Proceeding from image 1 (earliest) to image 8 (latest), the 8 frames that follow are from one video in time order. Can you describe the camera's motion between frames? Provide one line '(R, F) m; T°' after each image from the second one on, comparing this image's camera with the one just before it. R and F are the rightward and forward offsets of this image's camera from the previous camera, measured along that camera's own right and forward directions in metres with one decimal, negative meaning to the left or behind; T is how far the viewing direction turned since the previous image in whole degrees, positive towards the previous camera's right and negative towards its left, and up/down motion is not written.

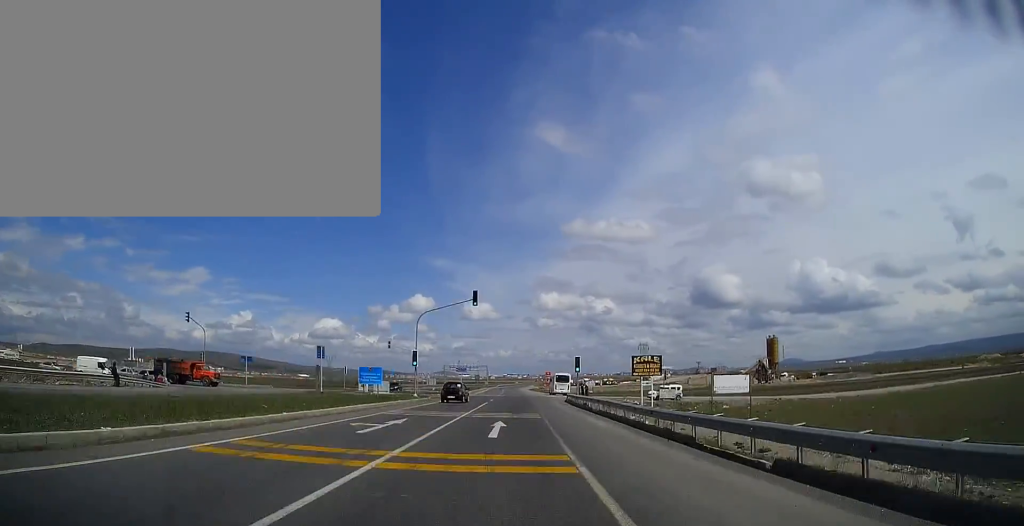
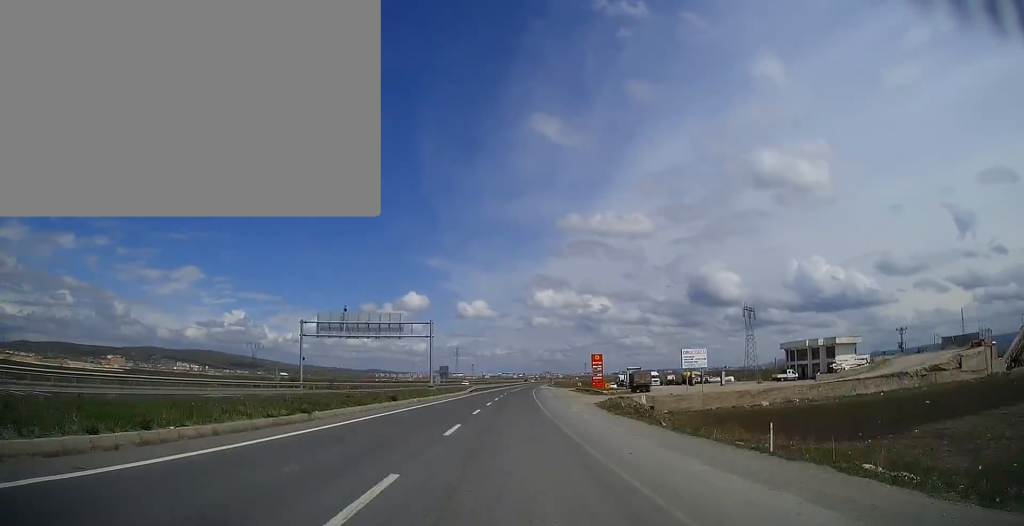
(+1.7, +162.7) m; +2°
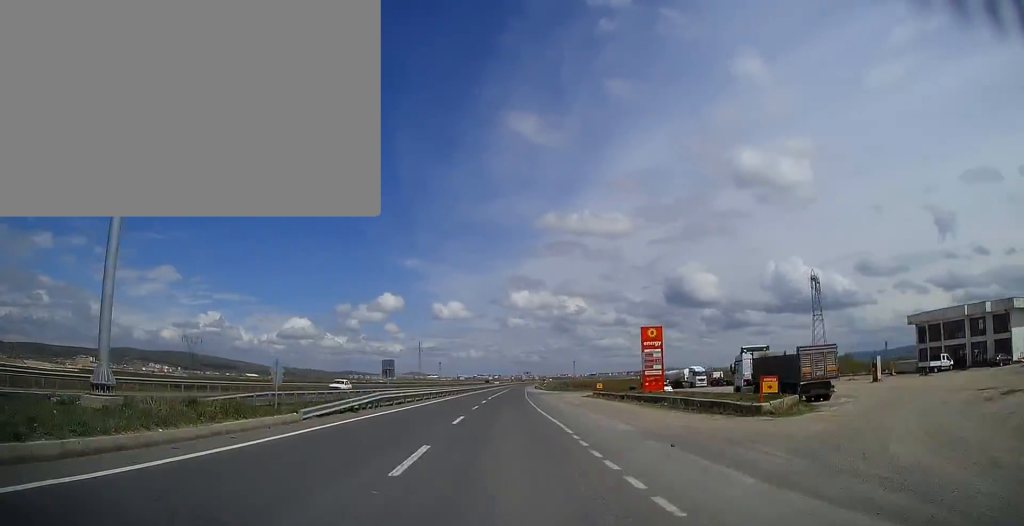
(+1.0, +55.8) m; +1°
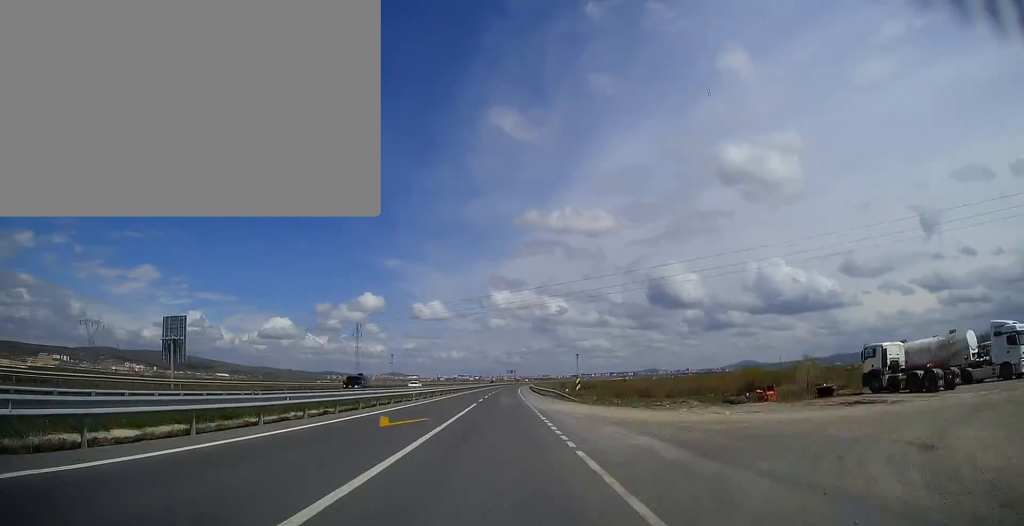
(+0.9, +77.9) m; +2°
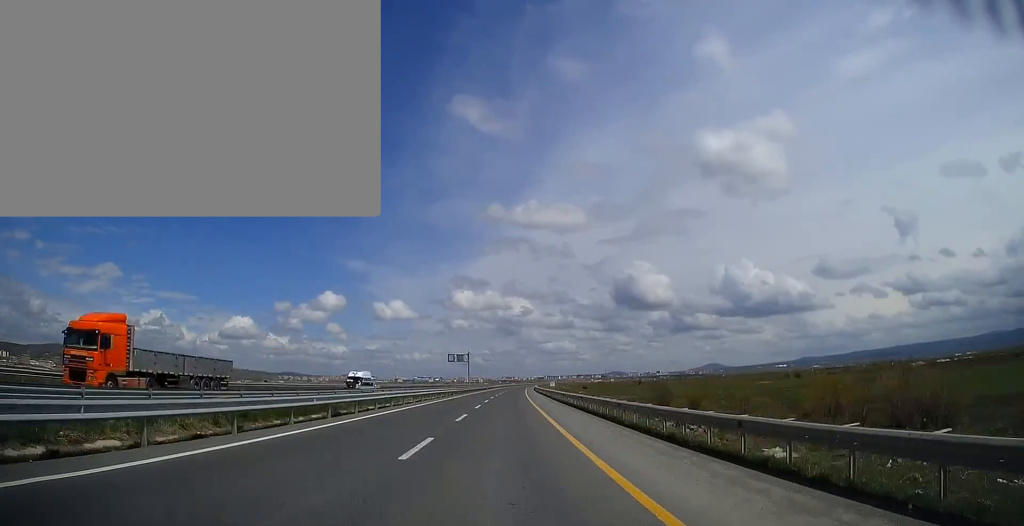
(+8.2, +226.7) m; +4°
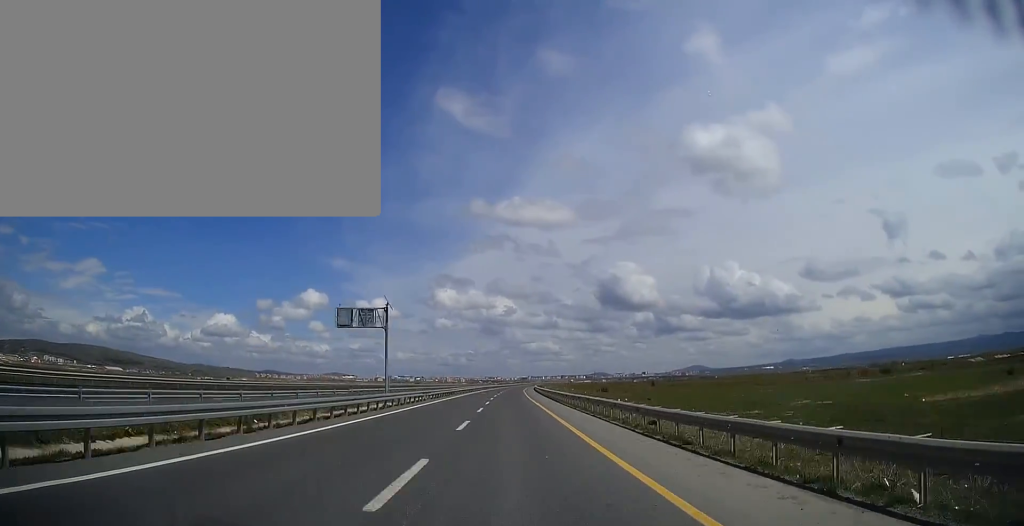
(+1.0, +85.9) m; +2°
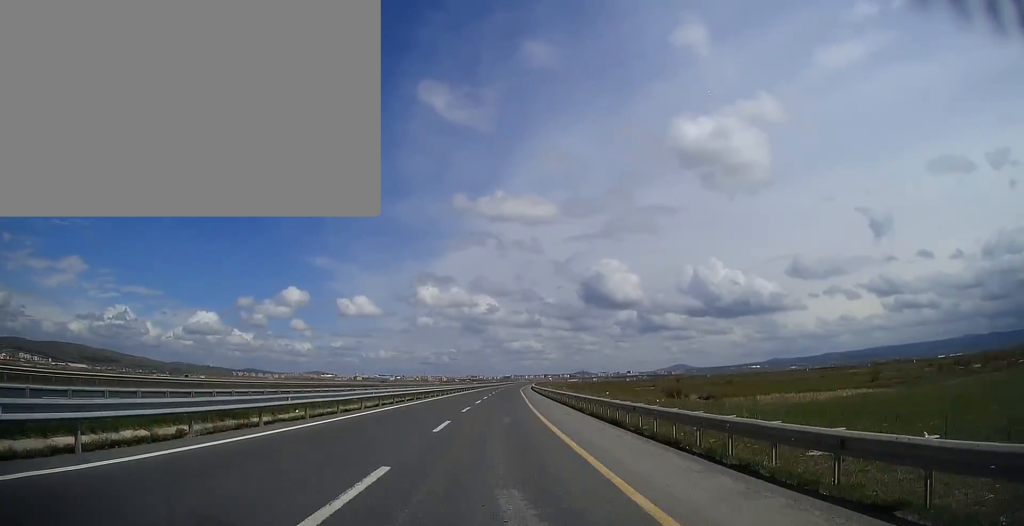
(+1.1, +81.6) m; +1°
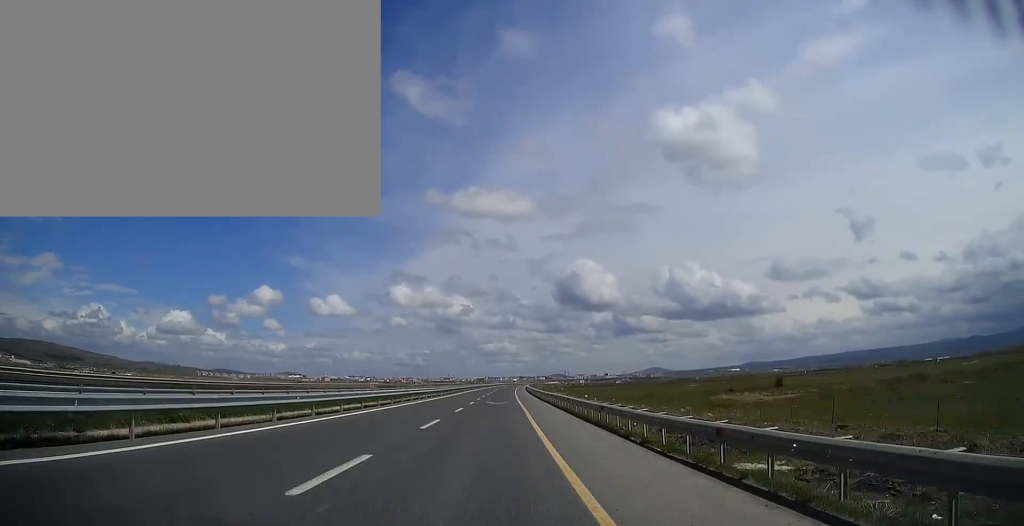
(+2.3, +126.3) m; +2°
